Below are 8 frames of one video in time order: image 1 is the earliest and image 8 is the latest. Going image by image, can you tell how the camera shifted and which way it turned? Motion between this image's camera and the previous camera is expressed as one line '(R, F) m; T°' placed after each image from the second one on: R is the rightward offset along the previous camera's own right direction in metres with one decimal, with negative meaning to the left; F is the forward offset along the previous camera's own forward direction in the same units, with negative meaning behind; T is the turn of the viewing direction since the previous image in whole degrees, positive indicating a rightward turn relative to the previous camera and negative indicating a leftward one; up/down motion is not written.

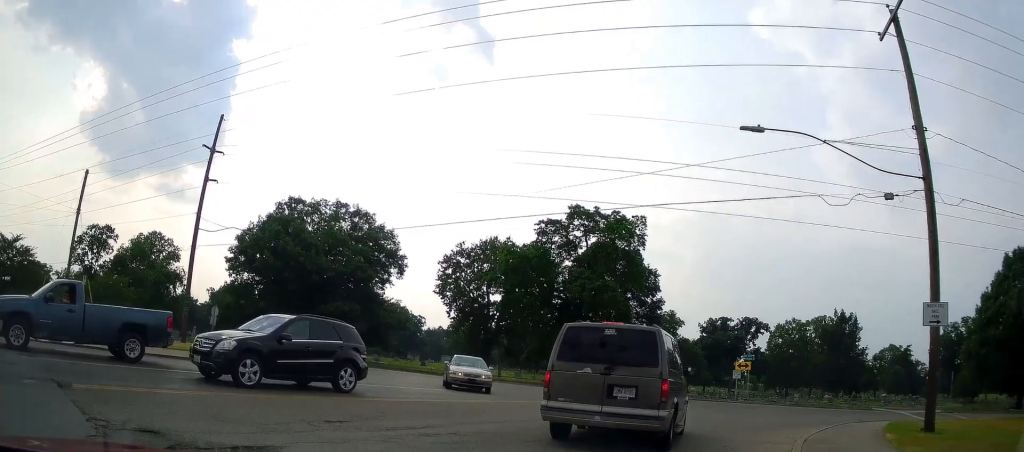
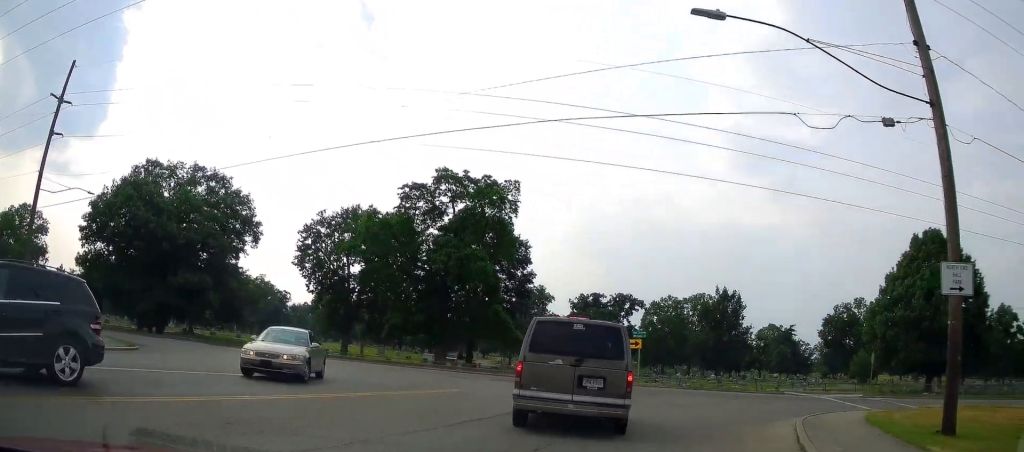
(+0.6, +5.4) m; +13°
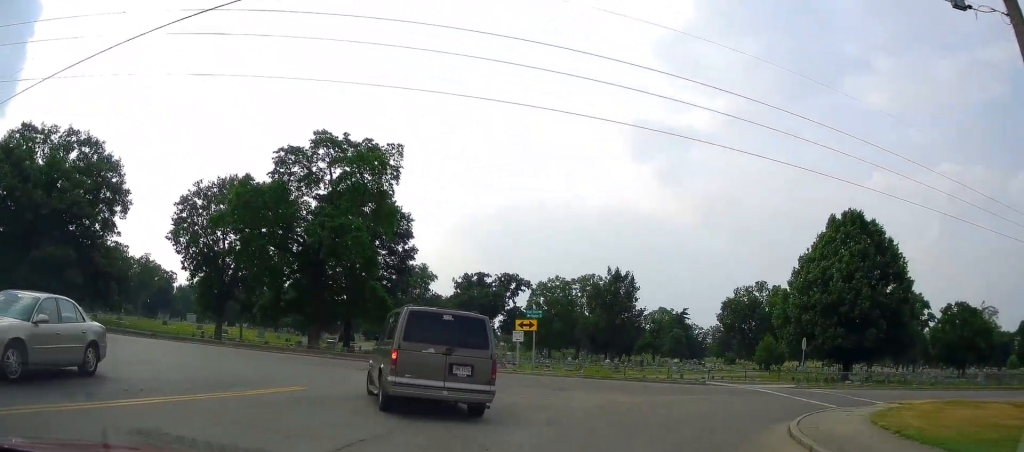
(+0.7, +5.3) m; +8°
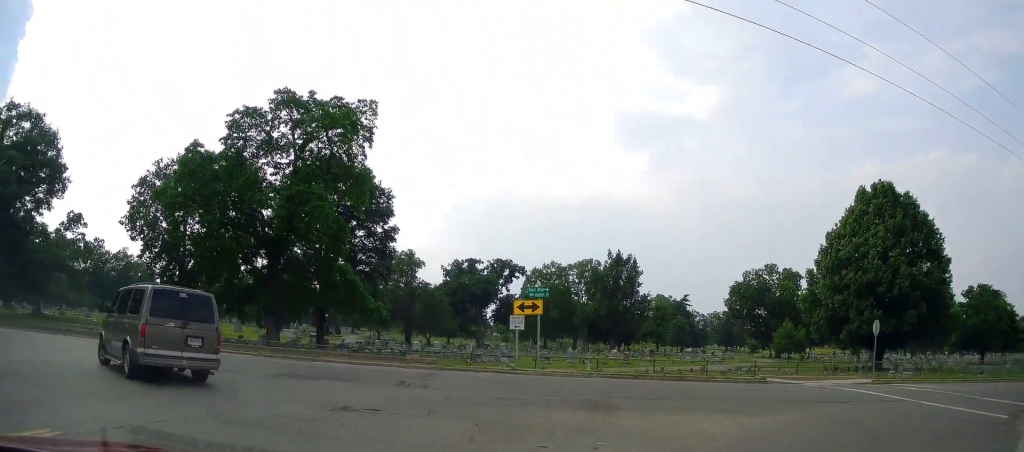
(+0.2, +8.7) m; -2°
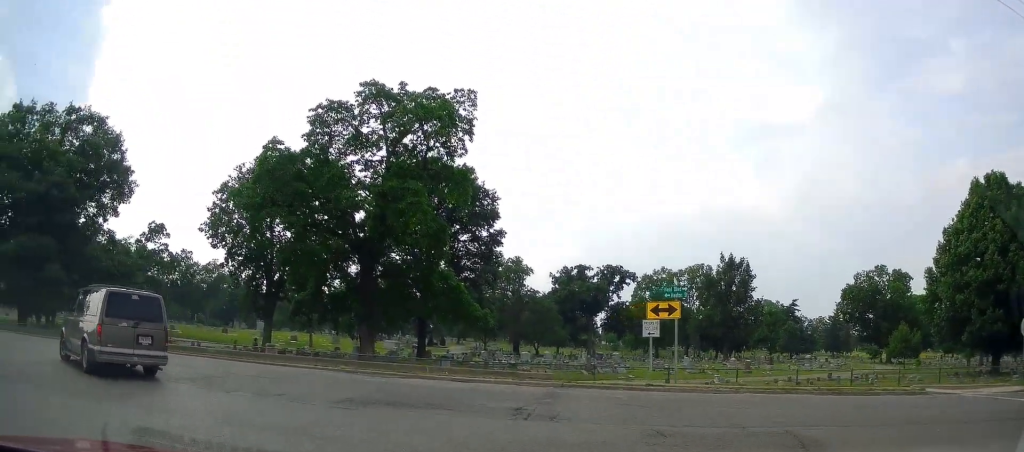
(+0.2, +3.9) m; -7°
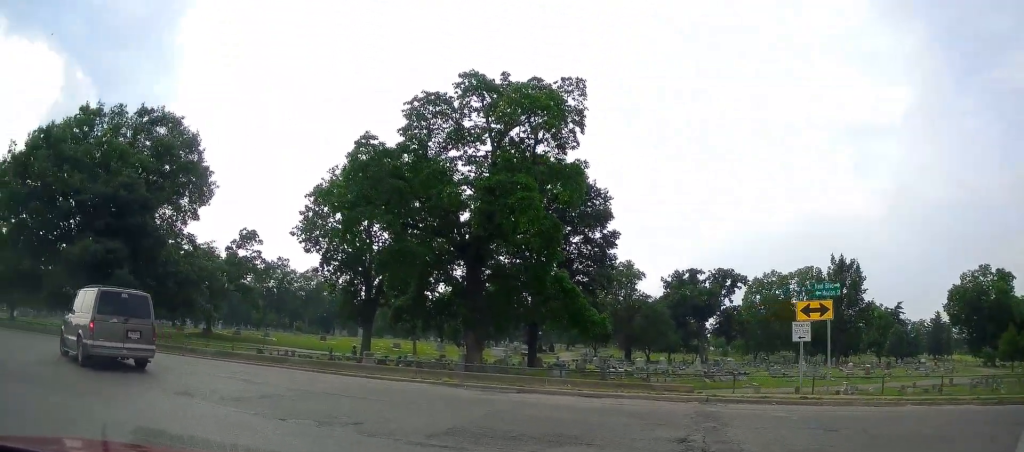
(-0.4, +3.0) m; -10°
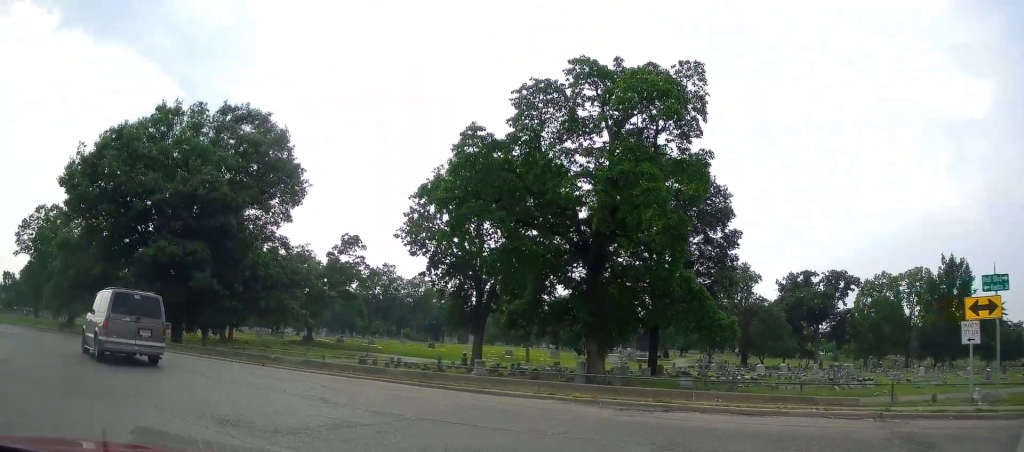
(+0.1, +2.9) m; -10°
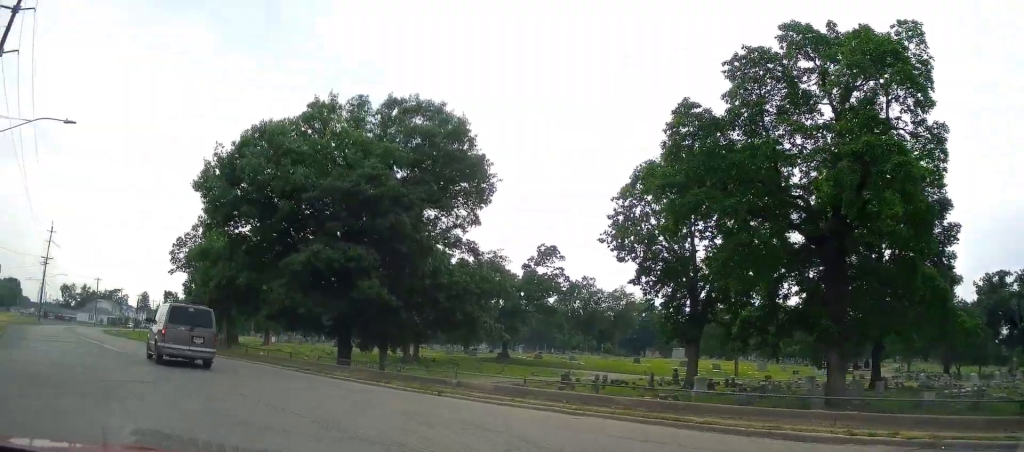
(-1.1, +4.7) m; -28°
